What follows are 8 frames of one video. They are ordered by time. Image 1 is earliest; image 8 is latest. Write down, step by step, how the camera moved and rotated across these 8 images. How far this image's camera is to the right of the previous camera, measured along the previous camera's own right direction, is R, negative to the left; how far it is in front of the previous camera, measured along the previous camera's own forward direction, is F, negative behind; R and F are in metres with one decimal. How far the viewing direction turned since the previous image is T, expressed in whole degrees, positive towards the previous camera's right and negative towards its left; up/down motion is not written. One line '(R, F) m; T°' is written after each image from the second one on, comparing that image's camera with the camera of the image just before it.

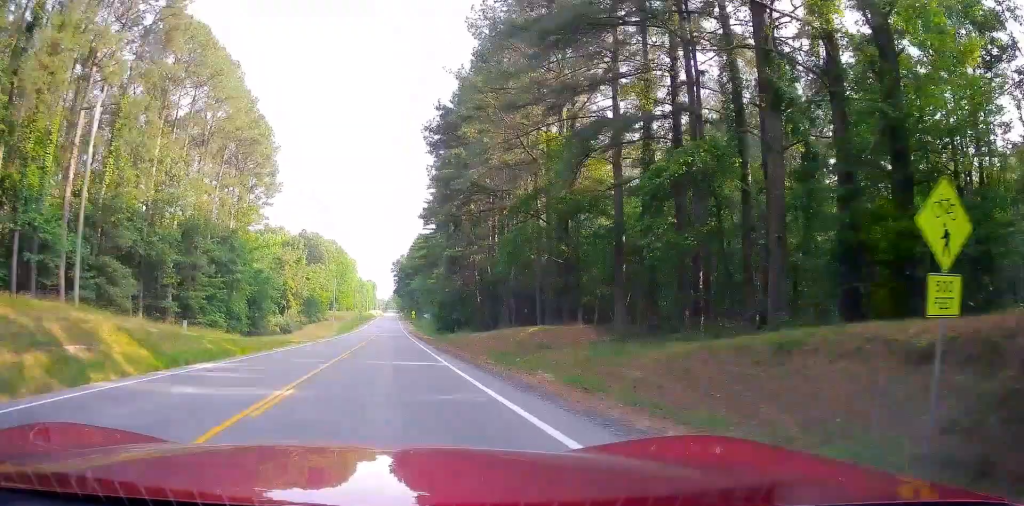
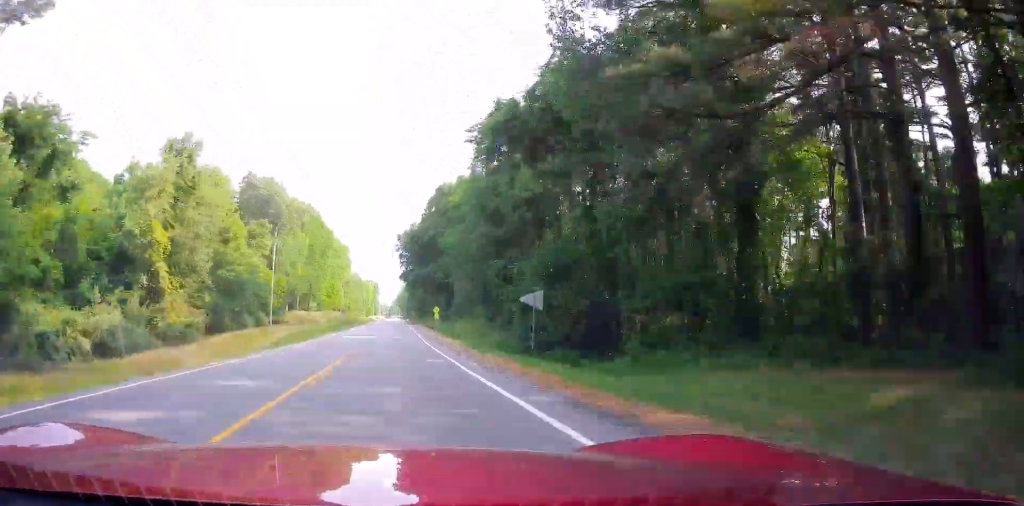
(+0.6, +70.1) m; 0°
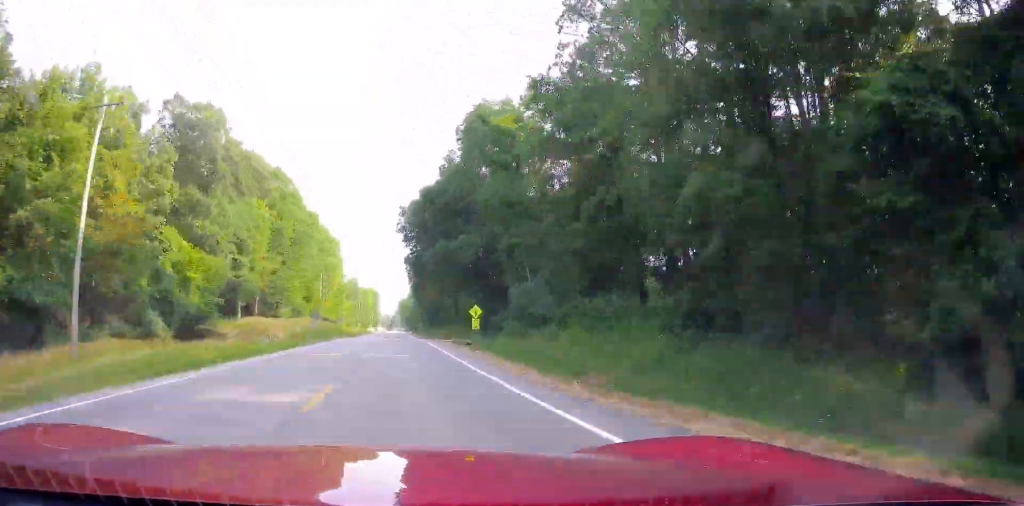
(-0.2, +39.4) m; -1°
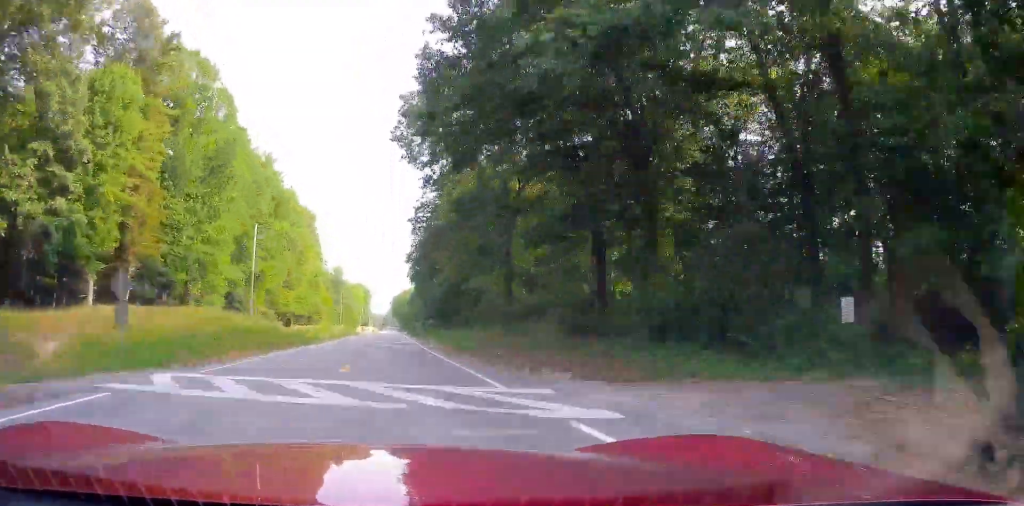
(-0.3, +42.8) m; 0°
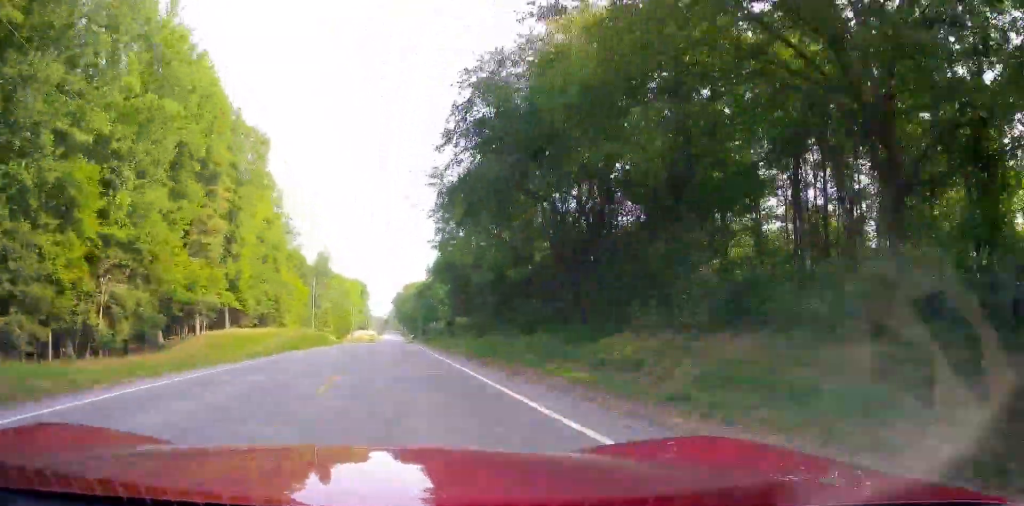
(0.0, +53.4) m; 0°
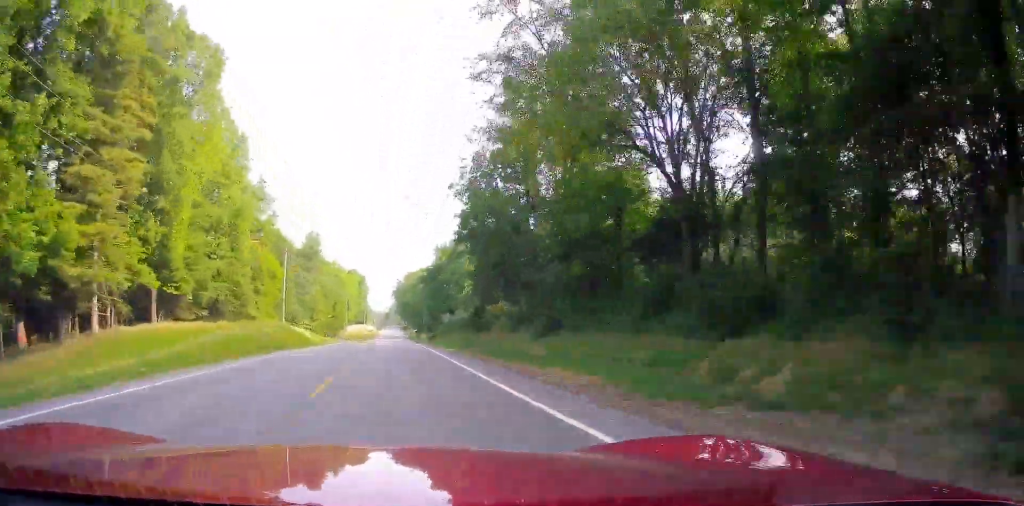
(0.0, +25.0) m; 0°
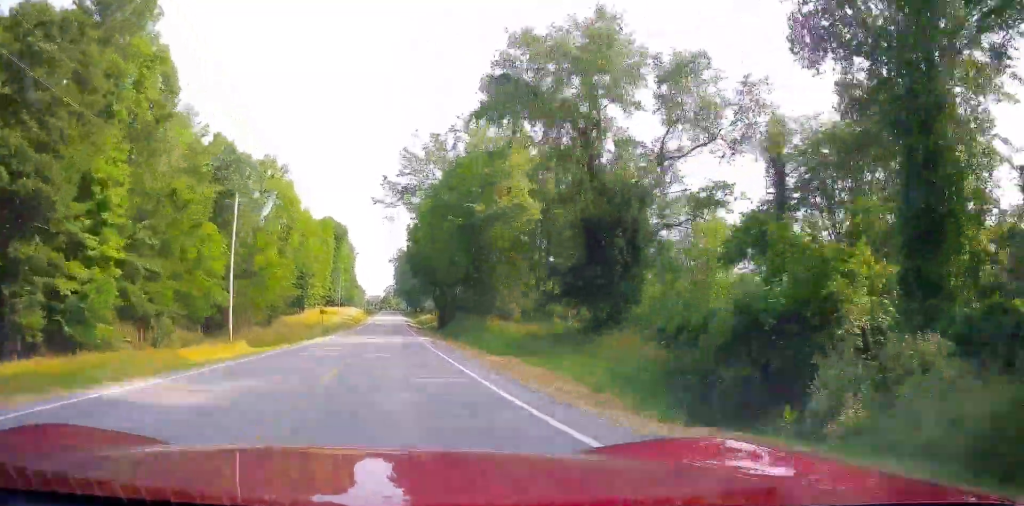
(+0.9, +107.2) m; 0°
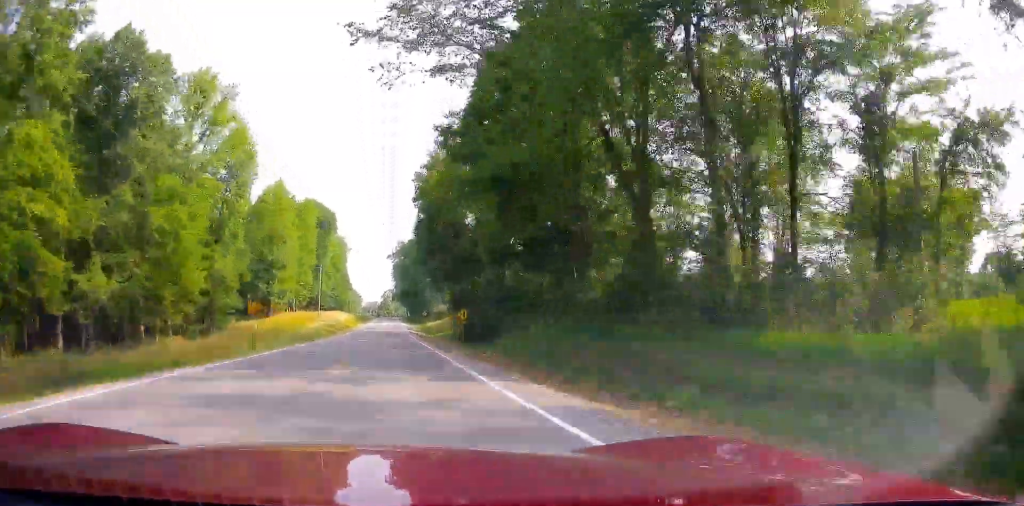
(-0.3, +33.9) m; 0°
